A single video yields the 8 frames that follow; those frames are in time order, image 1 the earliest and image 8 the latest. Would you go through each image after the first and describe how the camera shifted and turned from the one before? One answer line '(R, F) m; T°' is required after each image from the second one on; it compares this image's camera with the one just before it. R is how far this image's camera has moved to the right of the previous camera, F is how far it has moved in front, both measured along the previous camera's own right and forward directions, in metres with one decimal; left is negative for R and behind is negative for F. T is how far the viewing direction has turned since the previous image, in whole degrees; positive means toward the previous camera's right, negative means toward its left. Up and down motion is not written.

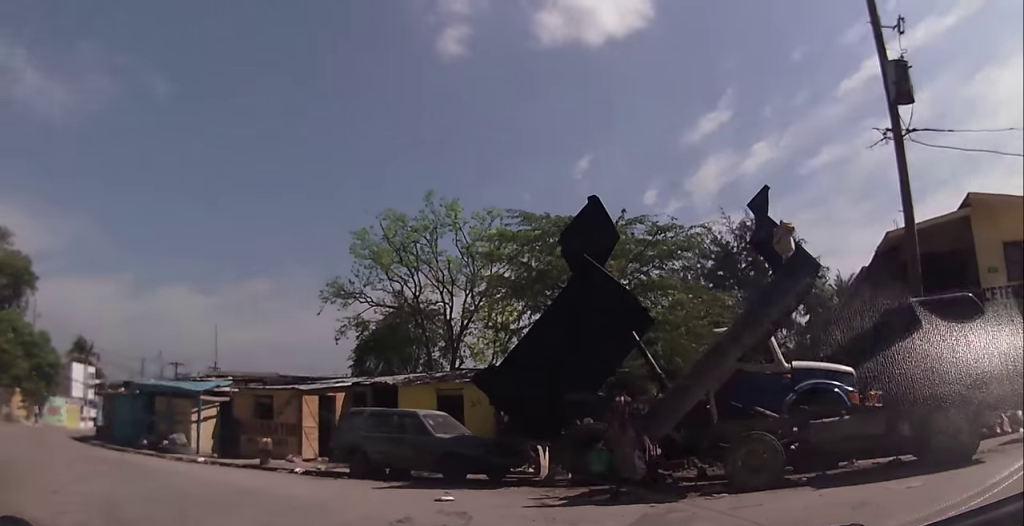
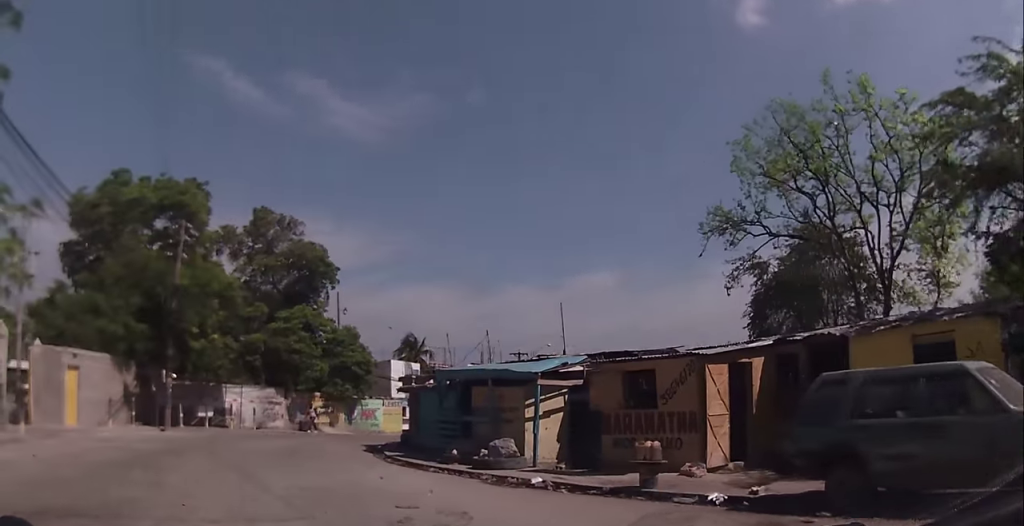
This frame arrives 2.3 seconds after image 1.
(-2.0, +6.8) m; -29°
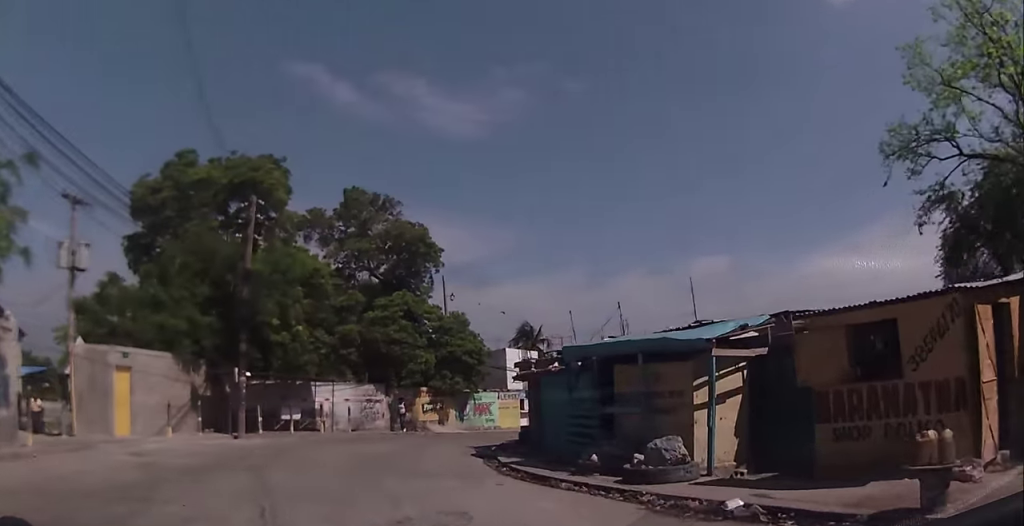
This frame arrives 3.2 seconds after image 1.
(0.0, +4.1) m; -6°
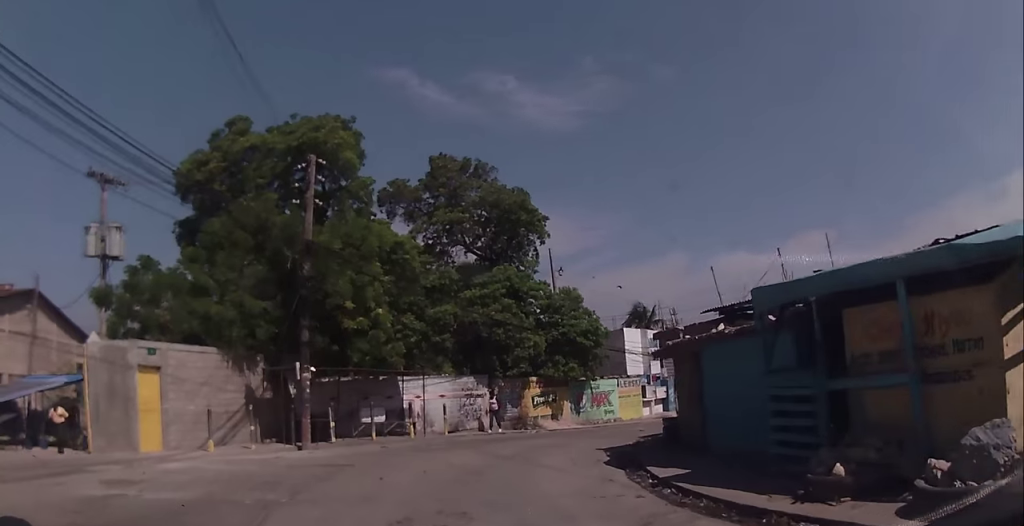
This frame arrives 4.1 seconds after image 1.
(-0.4, +4.6) m; -8°
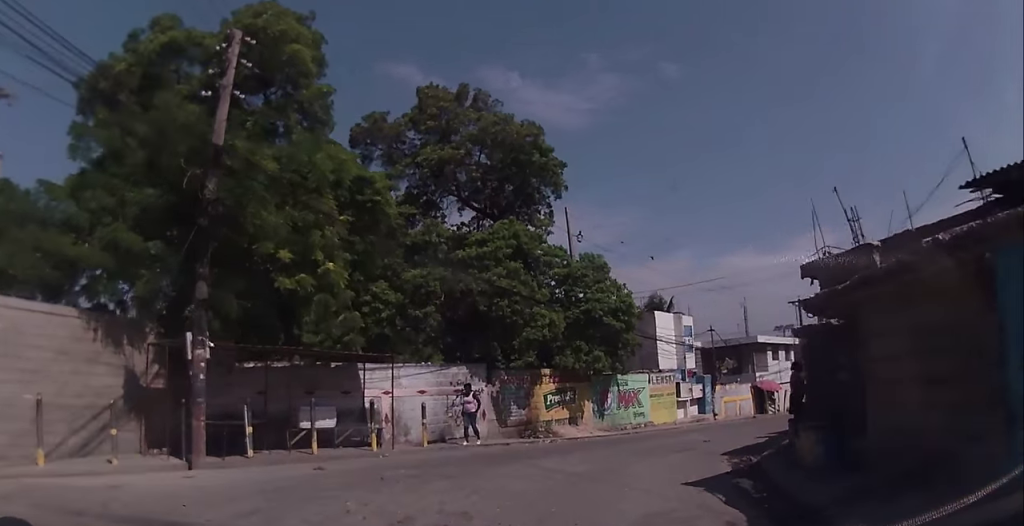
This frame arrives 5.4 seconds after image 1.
(-0.1, +6.8) m; +3°
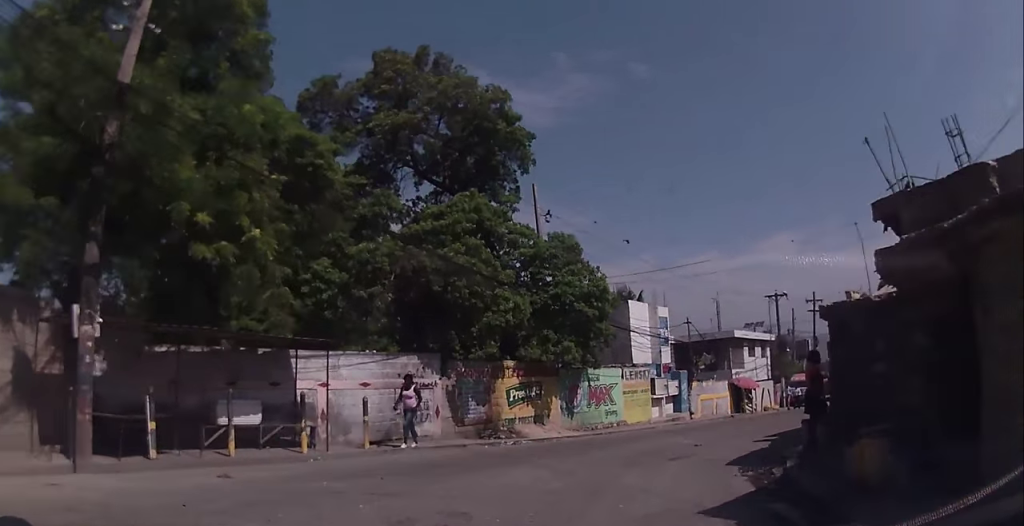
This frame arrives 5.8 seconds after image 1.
(0.0, +2.4) m; +3°
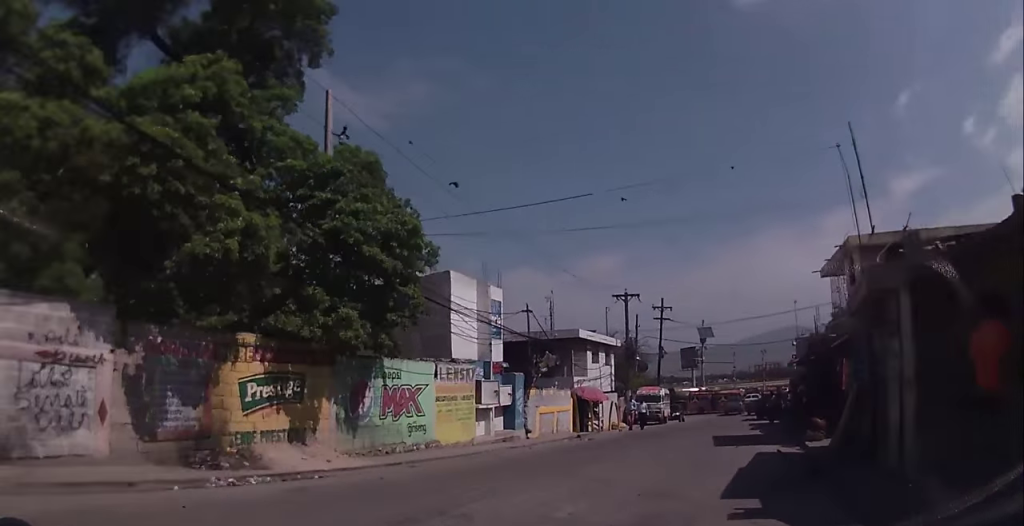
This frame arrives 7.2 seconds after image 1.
(+0.8, +8.0) m; +13°
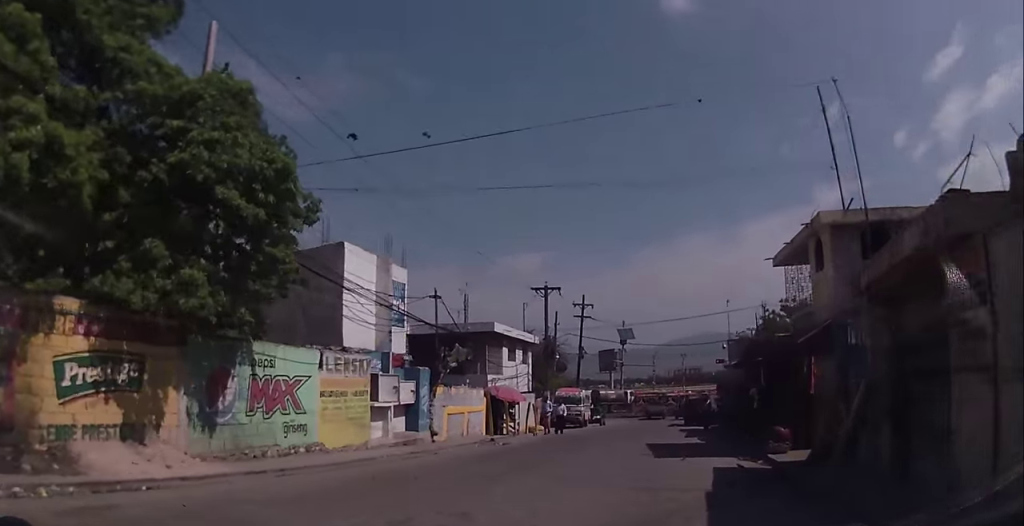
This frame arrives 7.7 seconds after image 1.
(0.0, +2.9) m; +8°
